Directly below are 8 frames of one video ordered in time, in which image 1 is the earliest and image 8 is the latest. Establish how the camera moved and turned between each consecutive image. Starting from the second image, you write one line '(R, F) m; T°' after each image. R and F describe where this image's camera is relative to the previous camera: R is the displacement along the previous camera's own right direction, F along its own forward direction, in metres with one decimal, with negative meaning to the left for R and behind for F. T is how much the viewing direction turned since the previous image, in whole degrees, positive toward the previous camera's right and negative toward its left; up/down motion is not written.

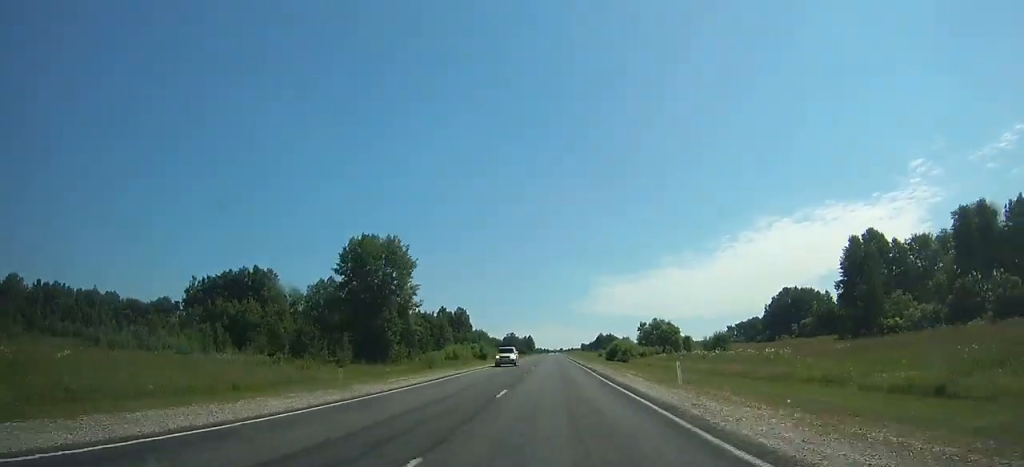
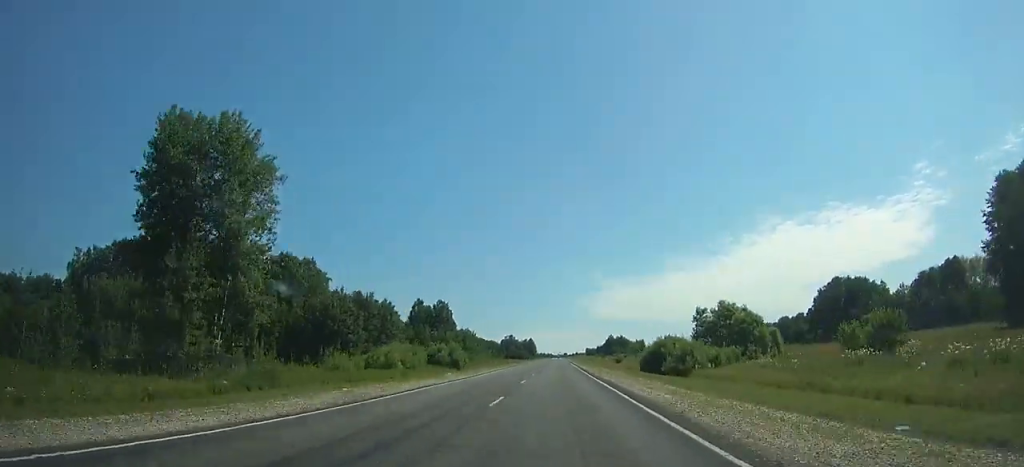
(-0.3, +45.9) m; +2°
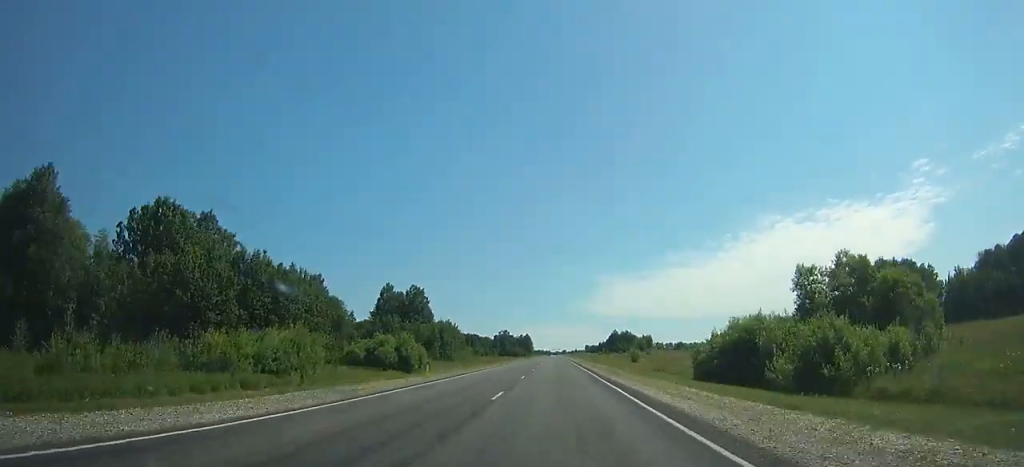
(+0.1, +32.5) m; 0°
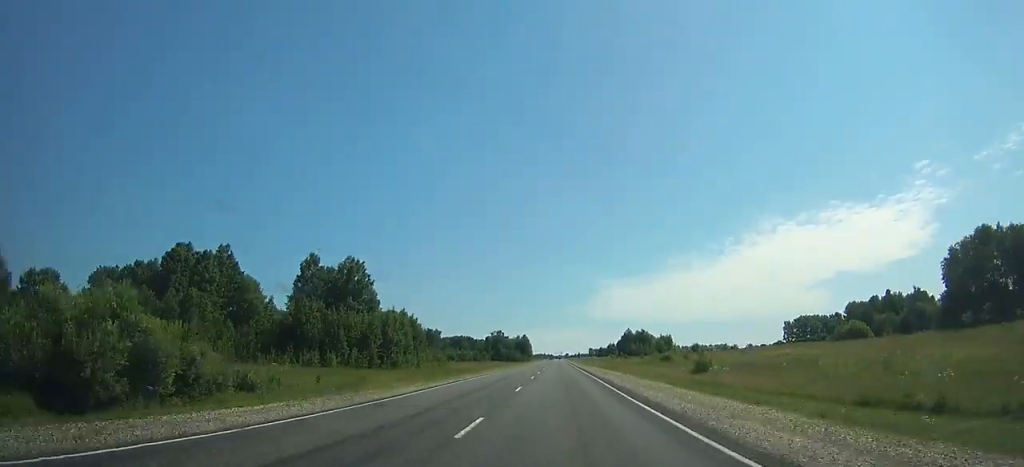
(+2.5, +49.6) m; -2°
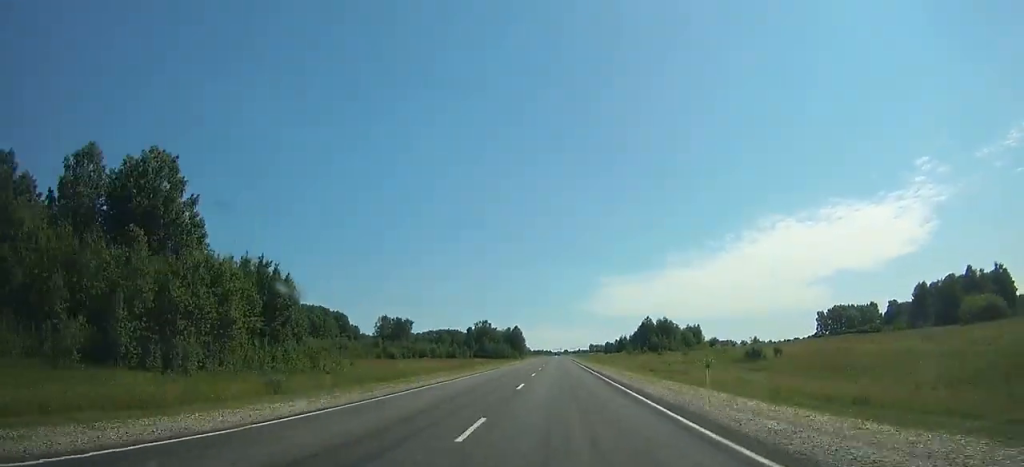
(-3.6, +64.7) m; -2°
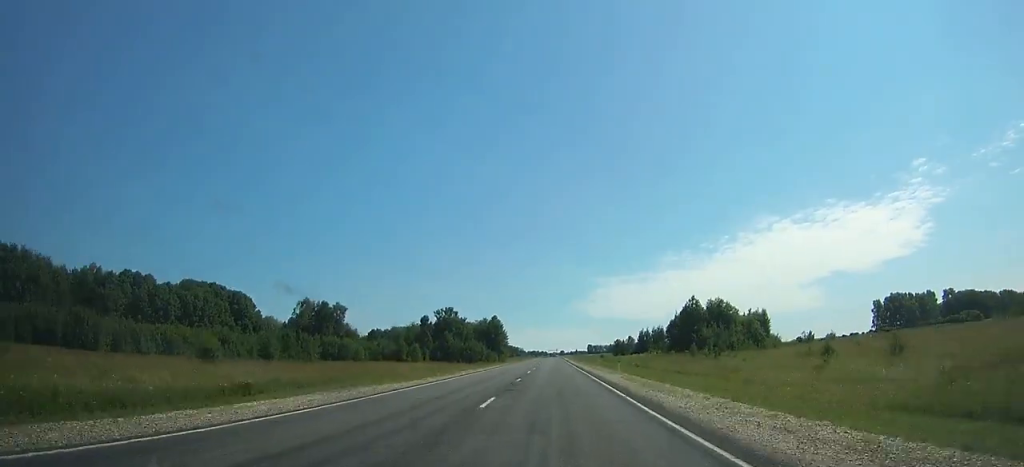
(-0.3, +85.4) m; 0°
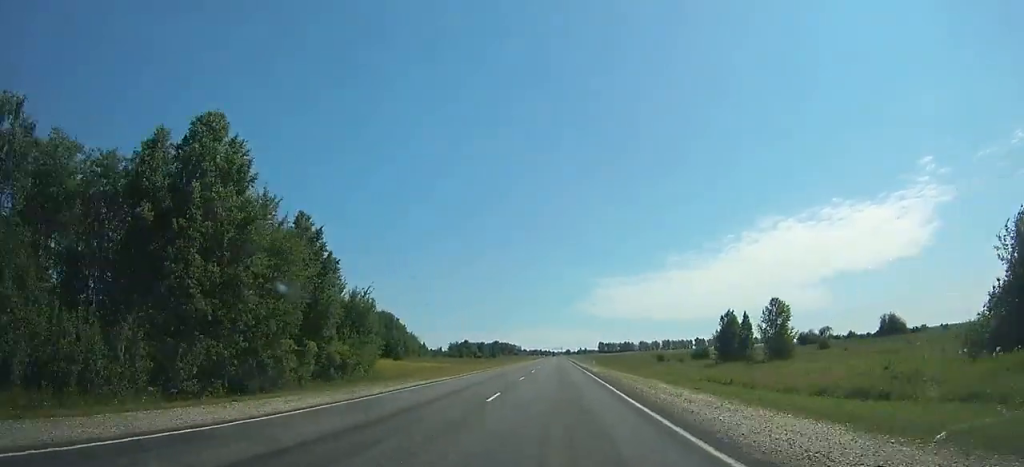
(+2.4, +175.7) m; +1°
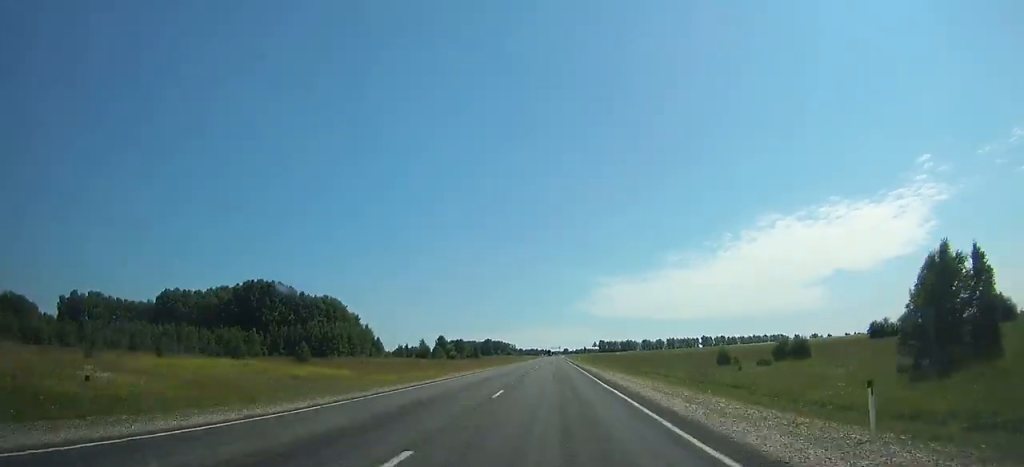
(0.0, +60.2) m; 0°
